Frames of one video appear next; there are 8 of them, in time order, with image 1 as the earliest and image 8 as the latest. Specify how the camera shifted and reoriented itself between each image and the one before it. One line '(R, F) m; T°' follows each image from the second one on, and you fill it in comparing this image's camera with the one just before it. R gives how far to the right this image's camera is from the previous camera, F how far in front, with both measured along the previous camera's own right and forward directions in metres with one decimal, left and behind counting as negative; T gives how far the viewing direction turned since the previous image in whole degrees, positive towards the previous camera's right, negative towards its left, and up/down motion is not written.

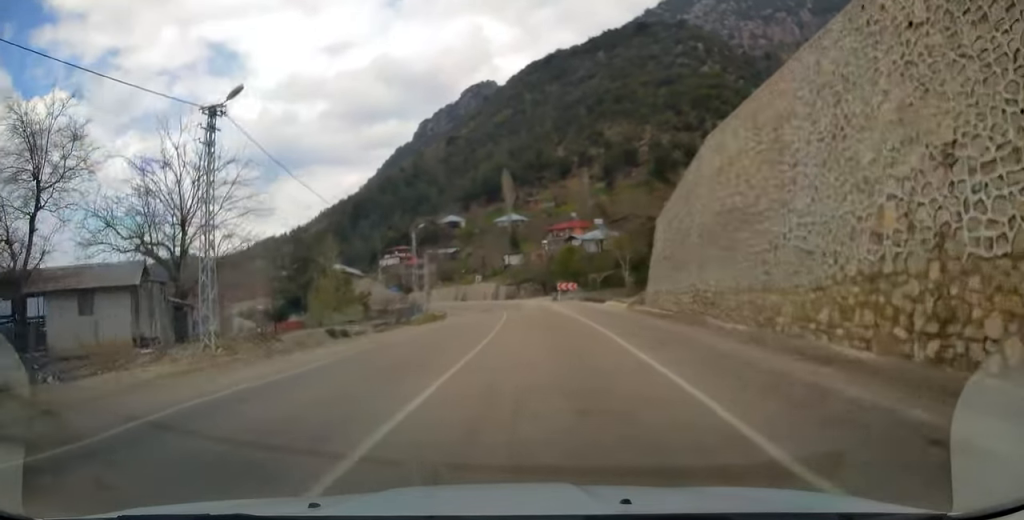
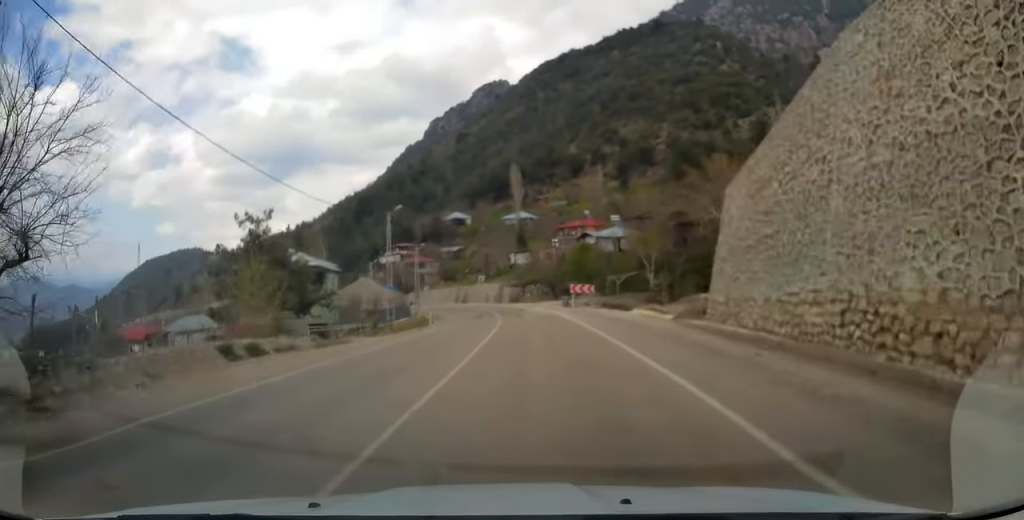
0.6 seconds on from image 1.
(-0.1, +12.0) m; -1°
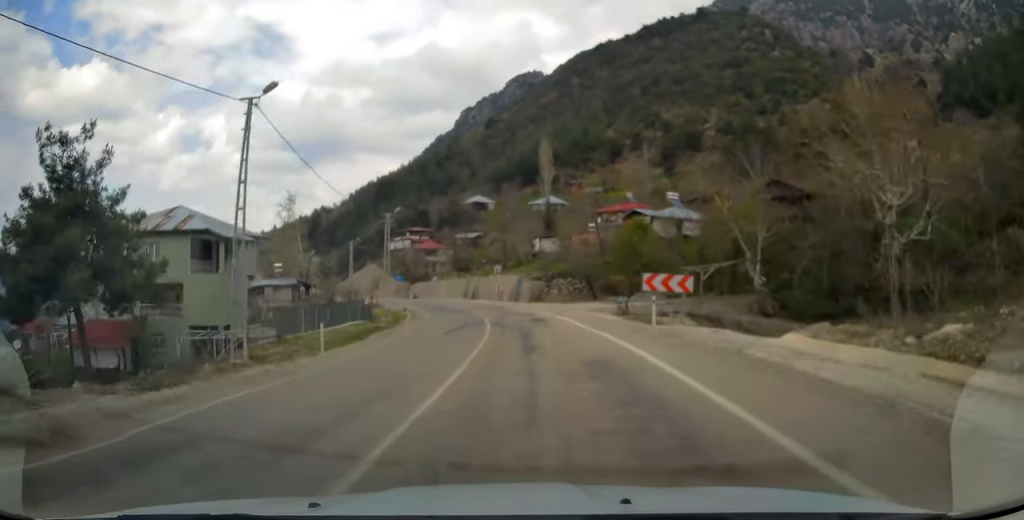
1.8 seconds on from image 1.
(-0.3, +25.4) m; -3°
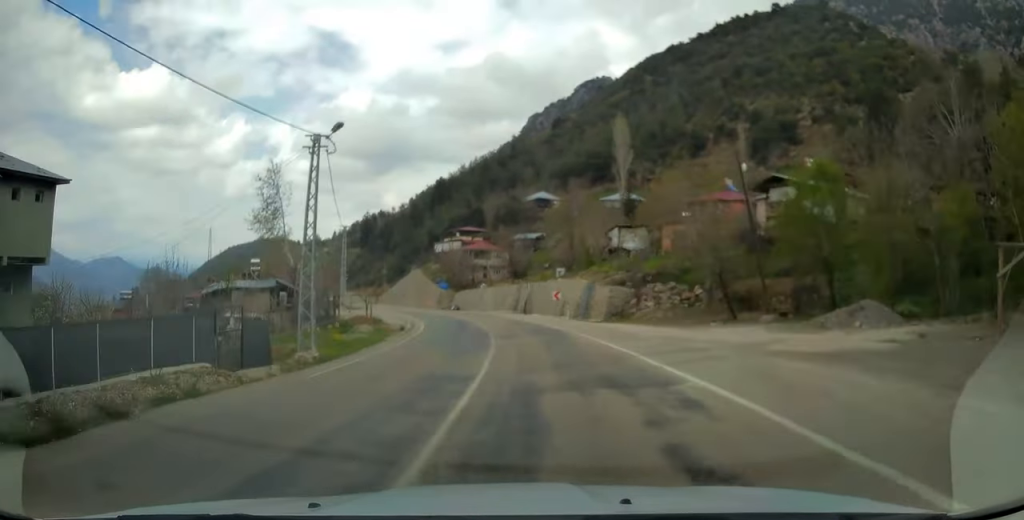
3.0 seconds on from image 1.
(-1.4, +26.8) m; -6°
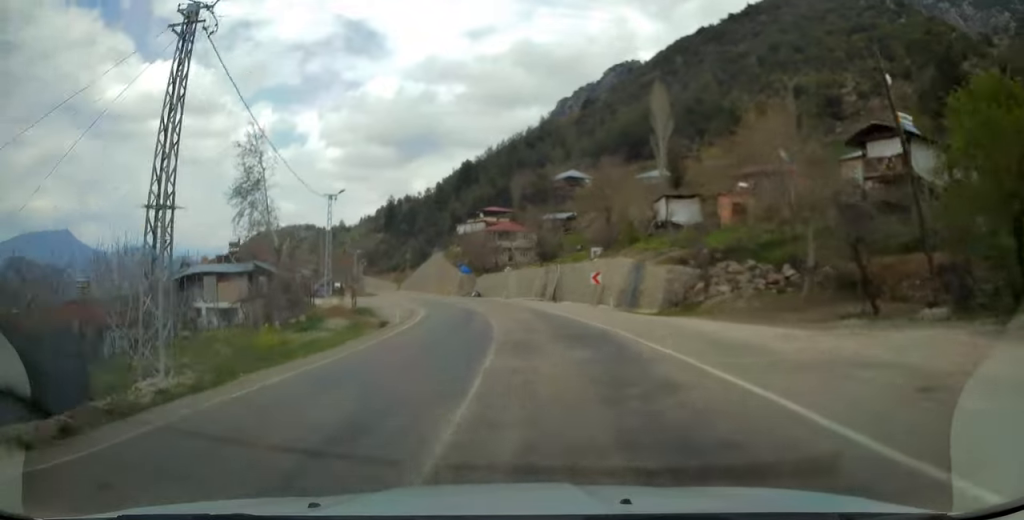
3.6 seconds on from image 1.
(-0.2, +11.2) m; -3°
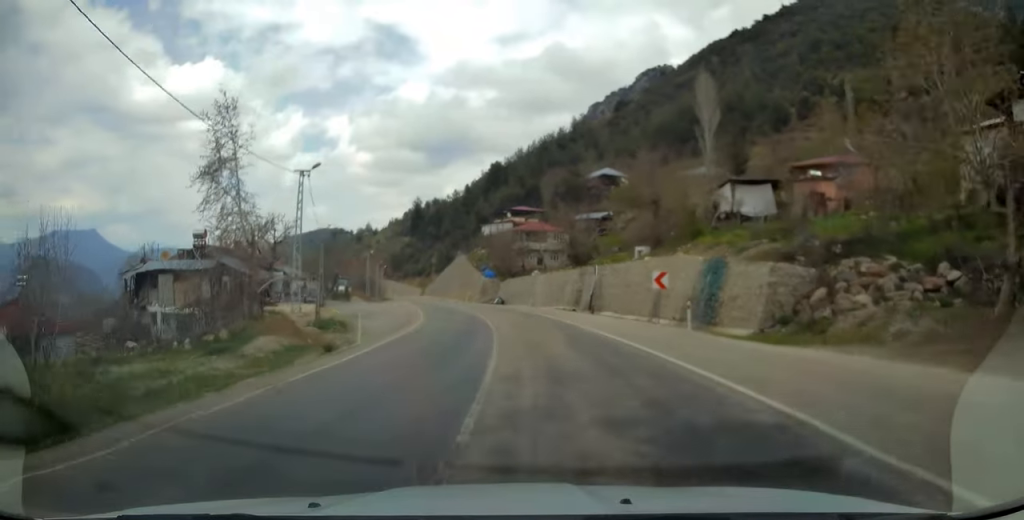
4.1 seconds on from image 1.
(-0.4, +11.2) m; -3°
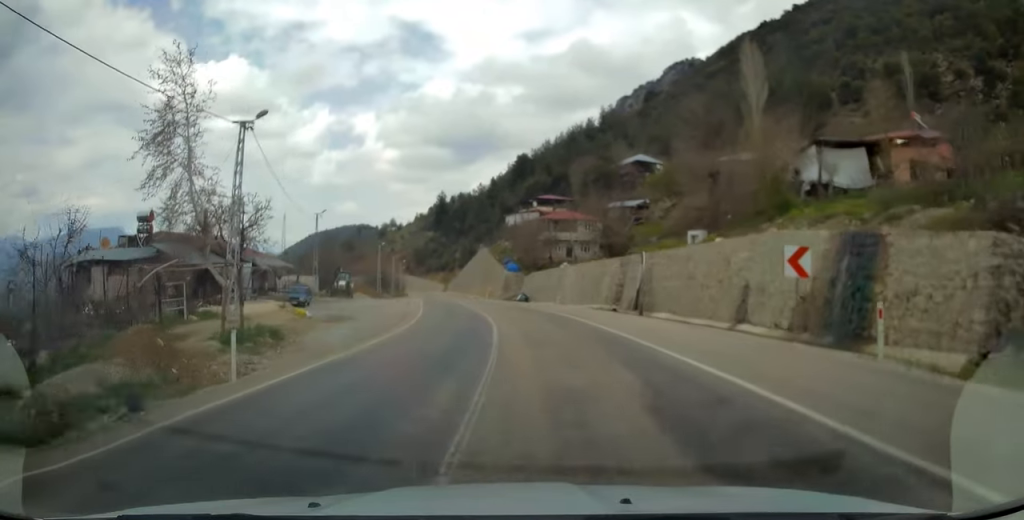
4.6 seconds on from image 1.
(-0.2, +10.5) m; -3°
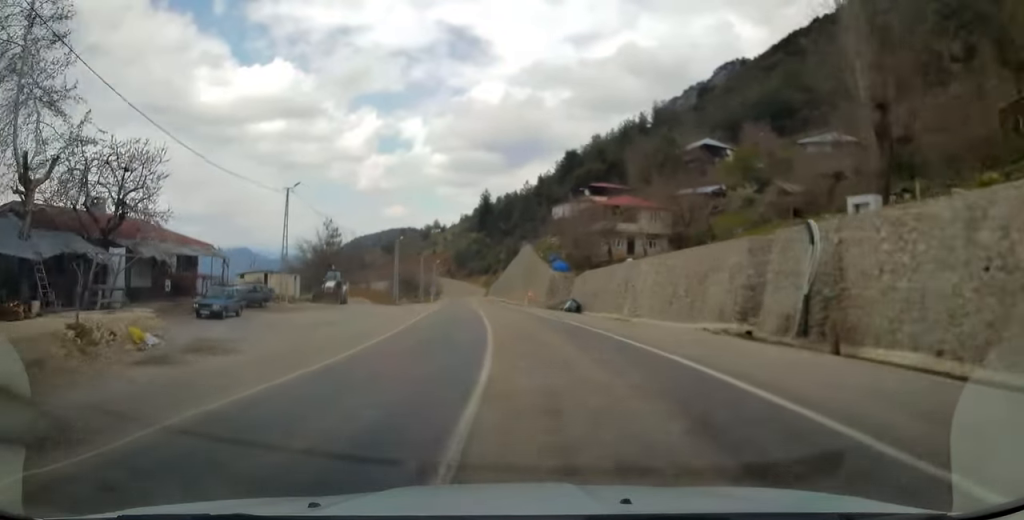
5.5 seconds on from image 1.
(-0.8, +18.4) m; -4°
